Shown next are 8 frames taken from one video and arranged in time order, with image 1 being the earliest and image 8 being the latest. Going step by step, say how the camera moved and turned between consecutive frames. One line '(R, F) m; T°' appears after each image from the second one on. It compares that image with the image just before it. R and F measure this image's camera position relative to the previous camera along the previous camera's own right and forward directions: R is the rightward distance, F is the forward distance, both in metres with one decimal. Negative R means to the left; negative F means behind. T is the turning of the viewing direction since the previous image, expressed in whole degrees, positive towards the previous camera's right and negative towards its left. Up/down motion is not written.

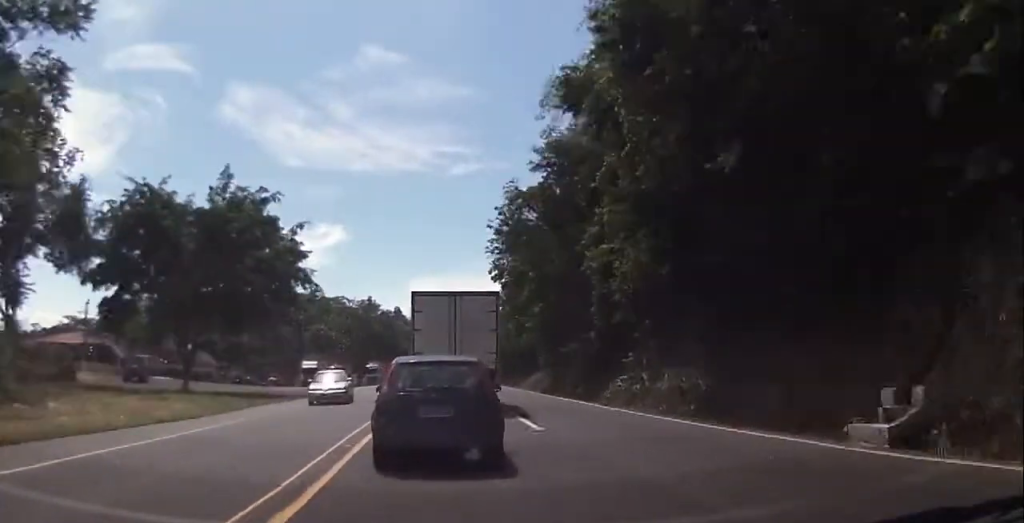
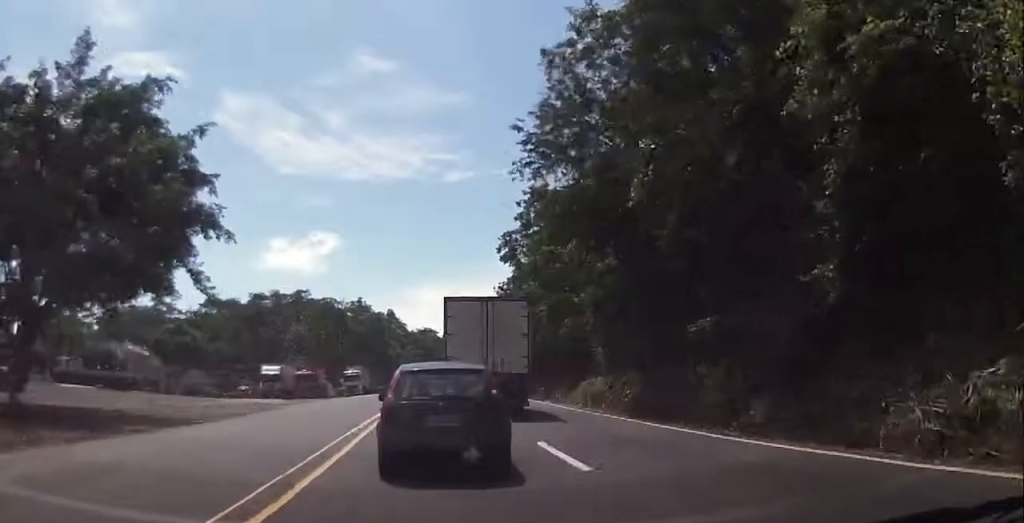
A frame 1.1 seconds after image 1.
(0.0, +22.5) m; 0°
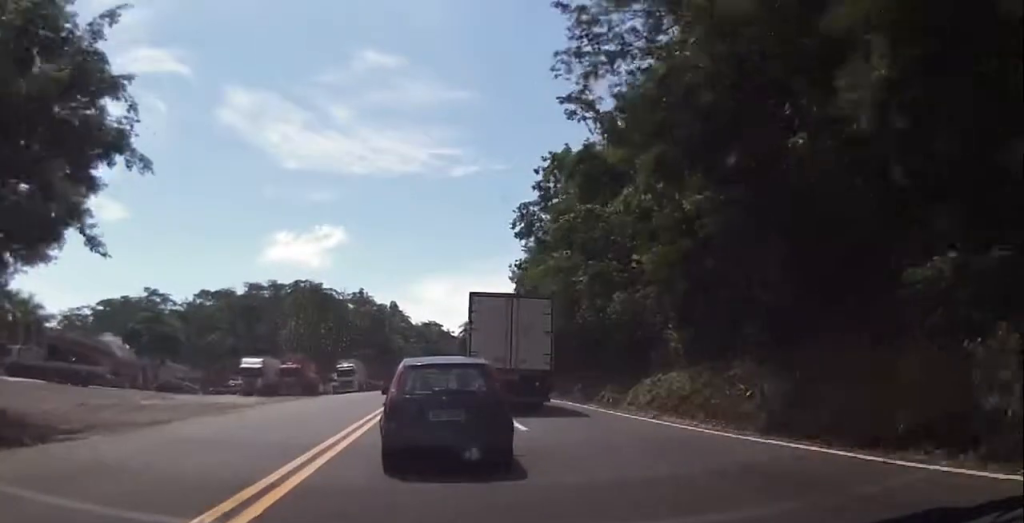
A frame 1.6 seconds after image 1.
(0.0, +10.5) m; -1°
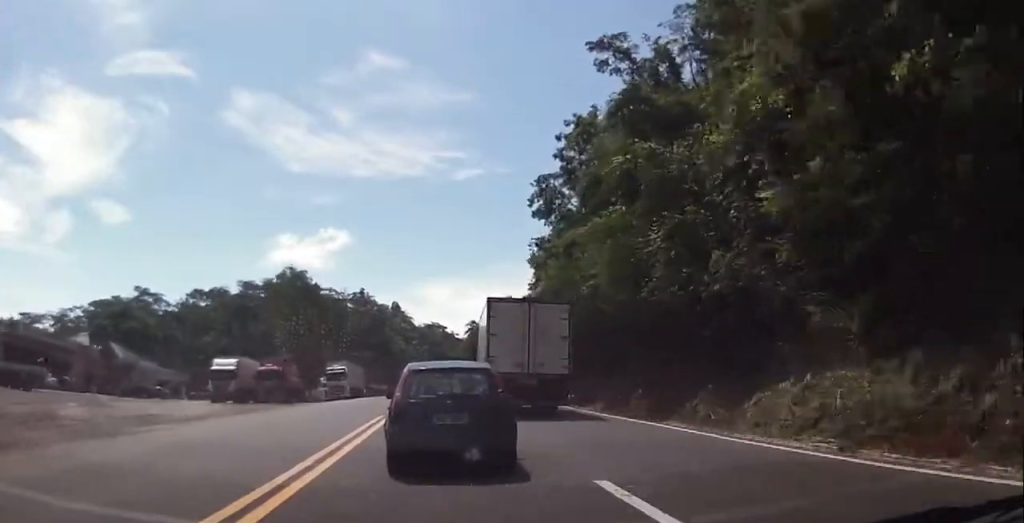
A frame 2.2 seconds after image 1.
(0.0, +10.5) m; -1°
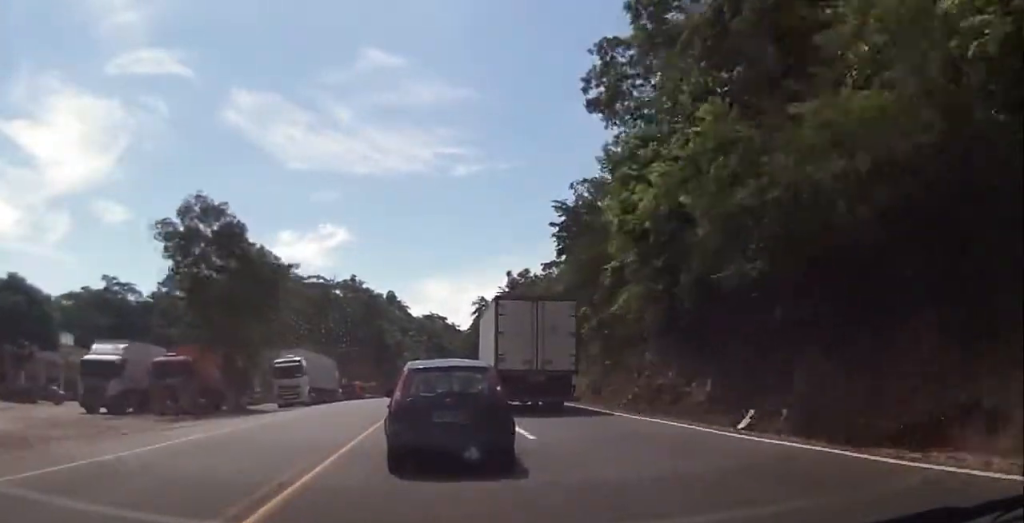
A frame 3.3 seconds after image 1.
(-0.5, +23.0) m; -1°
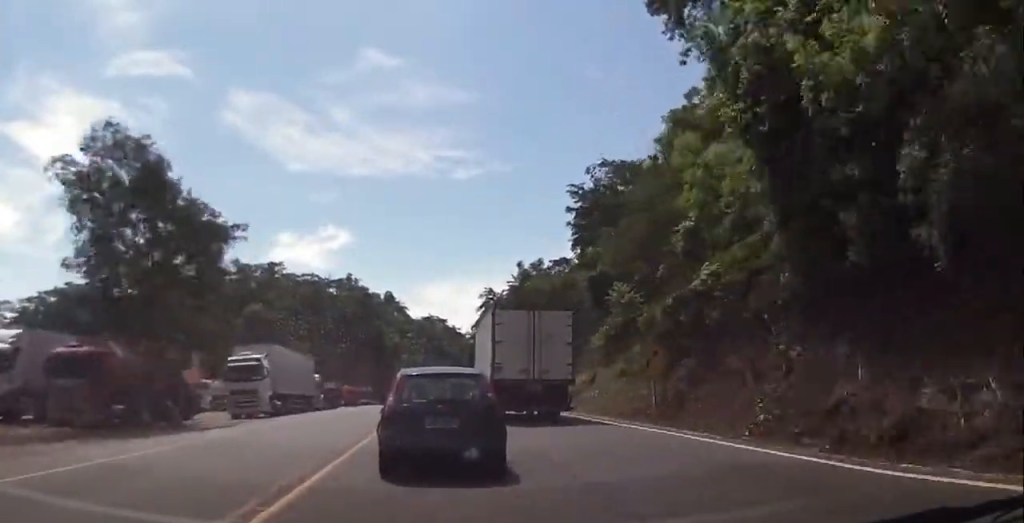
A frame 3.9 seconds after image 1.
(-0.1, +11.2) m; +1°
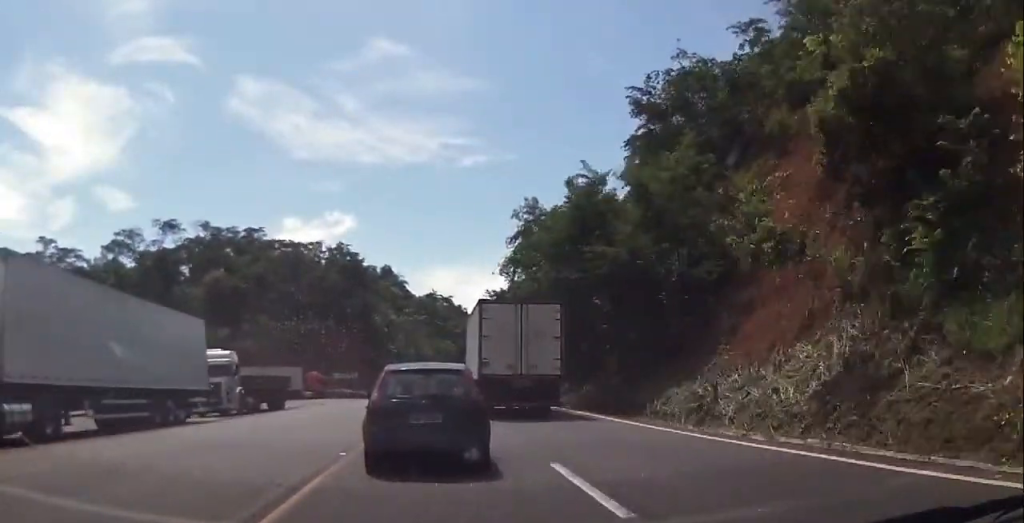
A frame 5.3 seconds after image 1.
(+0.4, +27.2) m; 0°
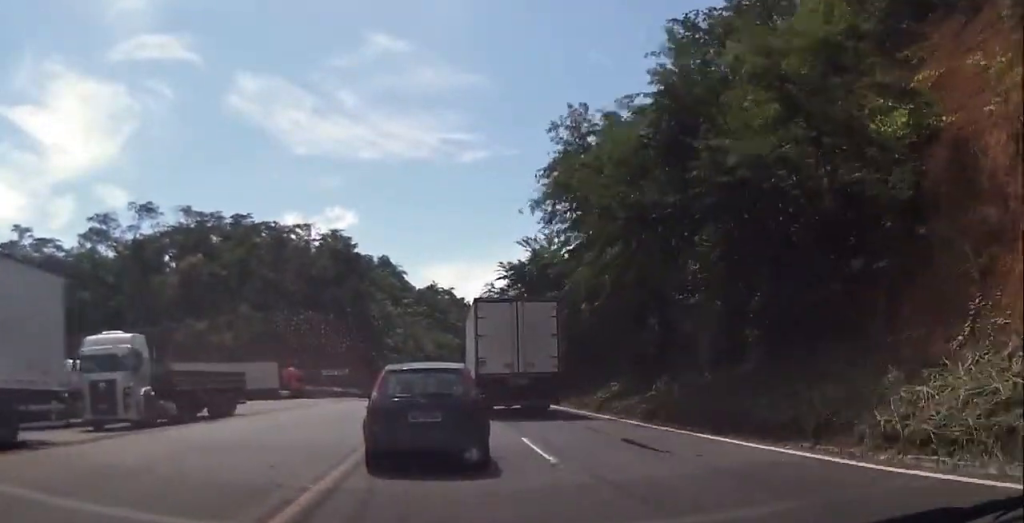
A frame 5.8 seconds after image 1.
(-0.2, +11.3) m; -1°
